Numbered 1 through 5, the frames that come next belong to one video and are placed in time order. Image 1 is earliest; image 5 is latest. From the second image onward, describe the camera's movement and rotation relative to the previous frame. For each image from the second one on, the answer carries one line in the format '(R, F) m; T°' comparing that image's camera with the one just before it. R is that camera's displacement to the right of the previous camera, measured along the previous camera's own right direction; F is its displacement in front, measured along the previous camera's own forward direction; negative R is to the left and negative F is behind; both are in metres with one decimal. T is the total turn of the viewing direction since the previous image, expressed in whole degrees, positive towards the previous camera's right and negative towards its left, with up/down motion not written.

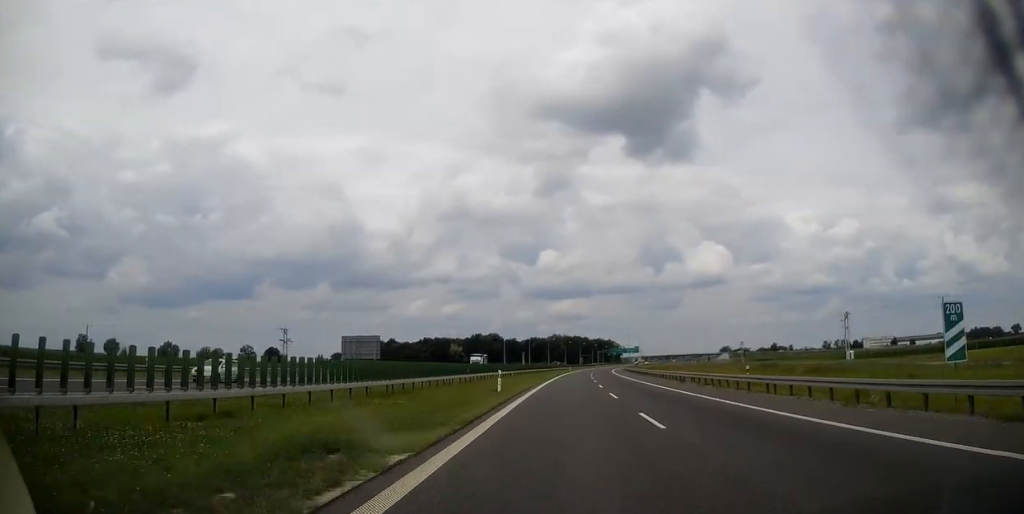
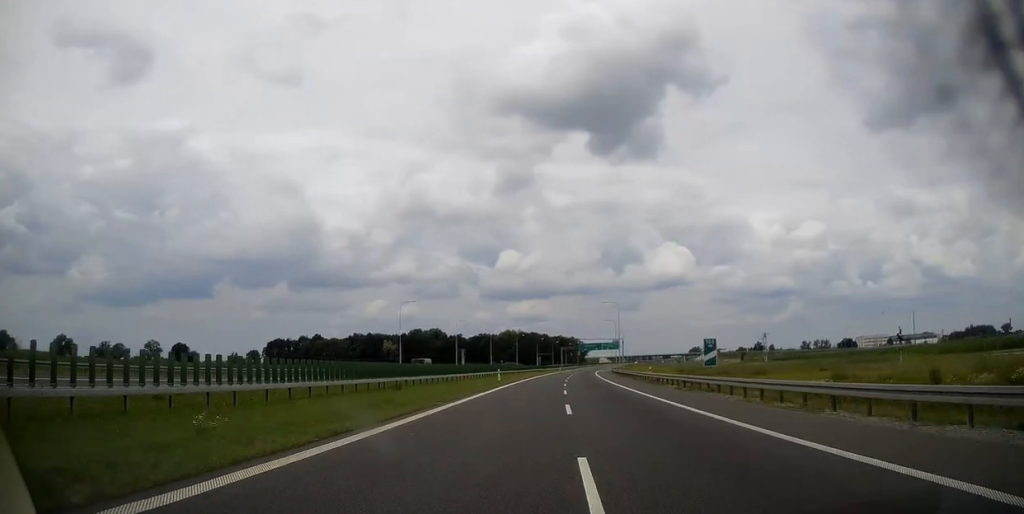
(+2.7, +81.3) m; +4°
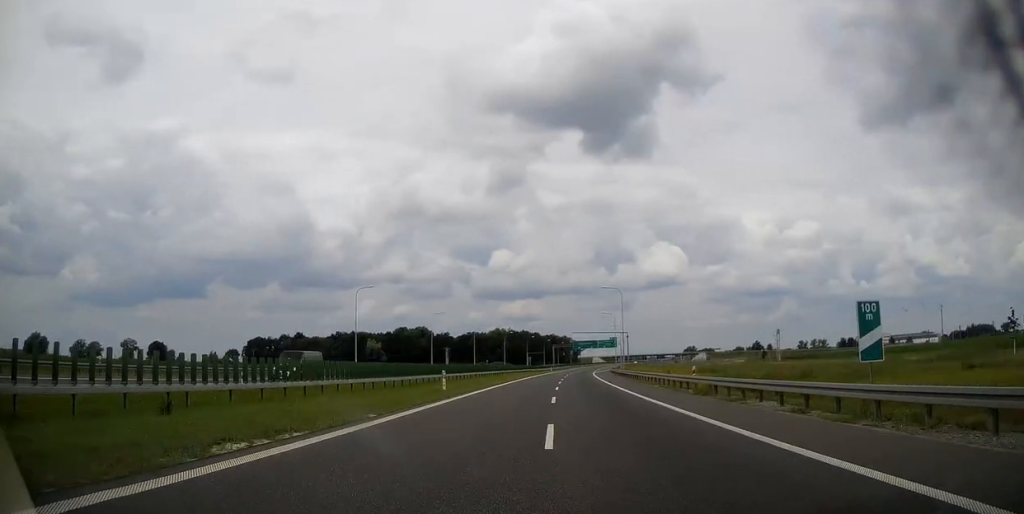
(+0.2, +19.4) m; +1°
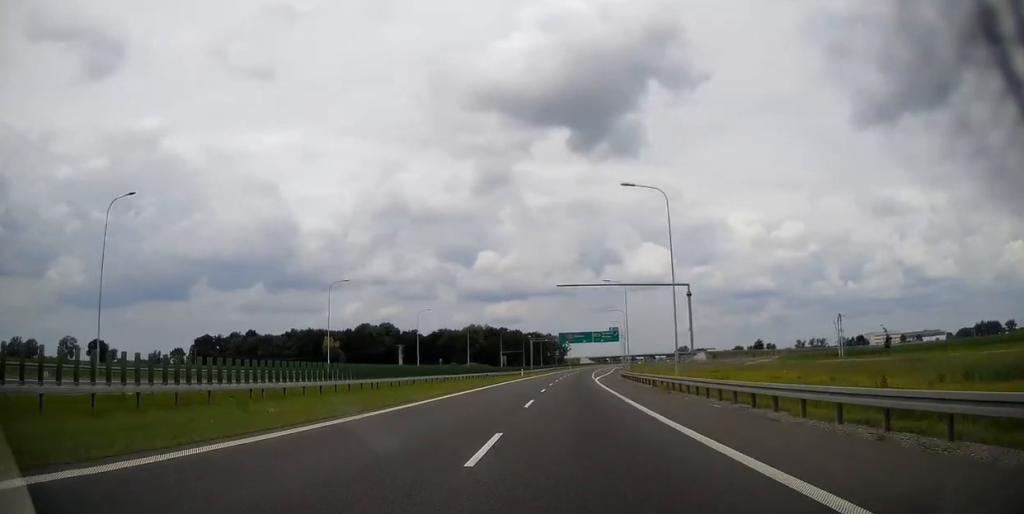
(+0.5, +50.3) m; +1°
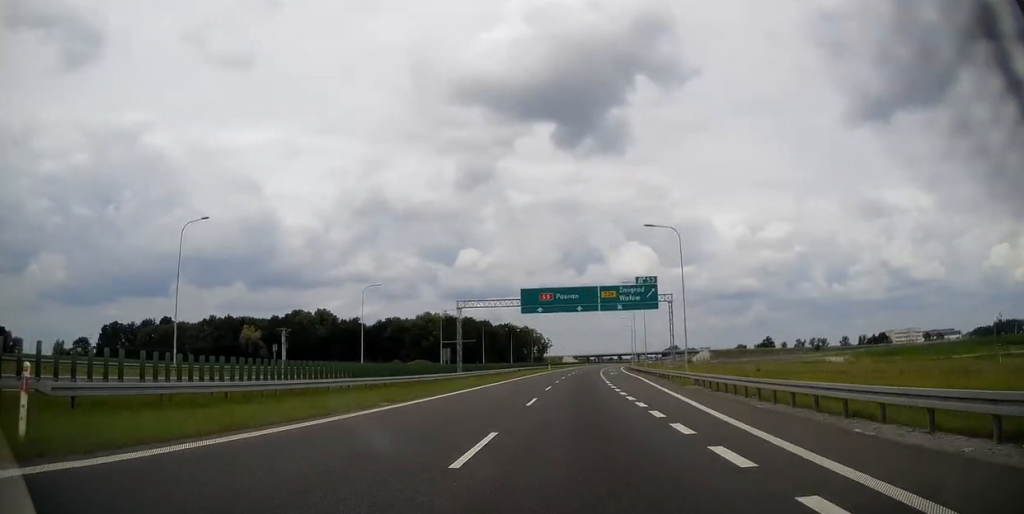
(+1.1, +73.3) m; +2°
